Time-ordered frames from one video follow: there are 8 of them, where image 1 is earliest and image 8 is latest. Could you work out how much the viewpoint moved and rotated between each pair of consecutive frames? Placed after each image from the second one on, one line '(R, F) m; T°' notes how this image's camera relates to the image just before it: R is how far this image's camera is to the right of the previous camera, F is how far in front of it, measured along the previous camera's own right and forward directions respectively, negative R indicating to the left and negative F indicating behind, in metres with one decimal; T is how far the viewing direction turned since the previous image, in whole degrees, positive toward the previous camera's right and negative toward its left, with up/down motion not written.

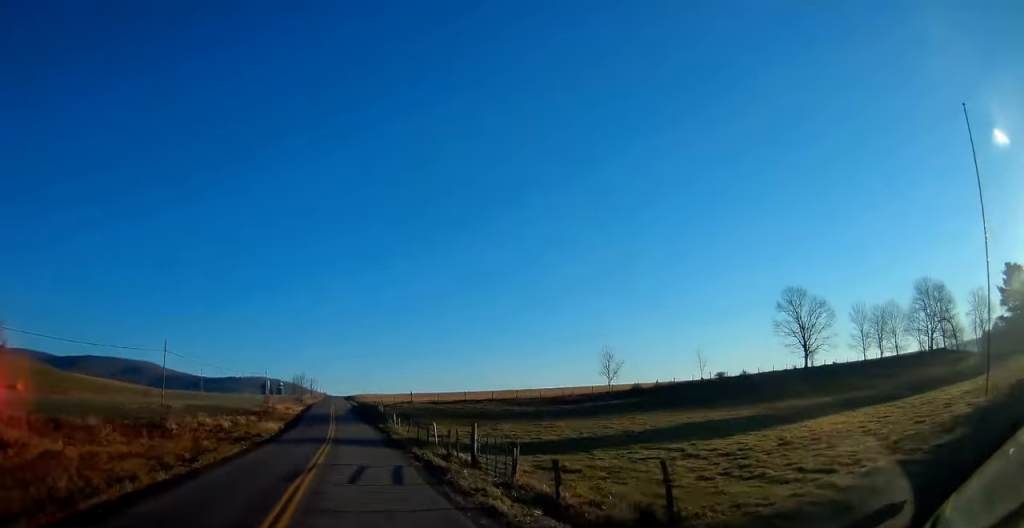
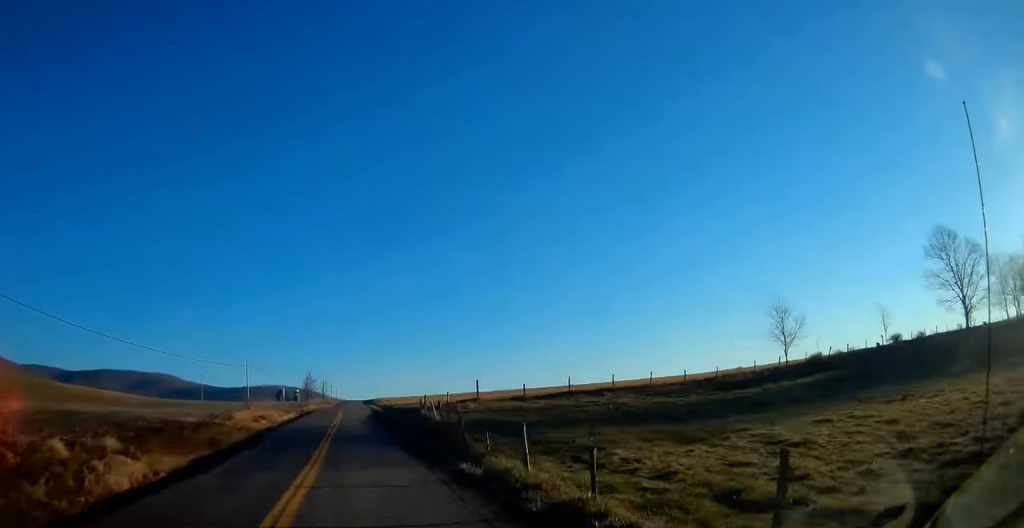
(-0.6, +33.1) m; -2°
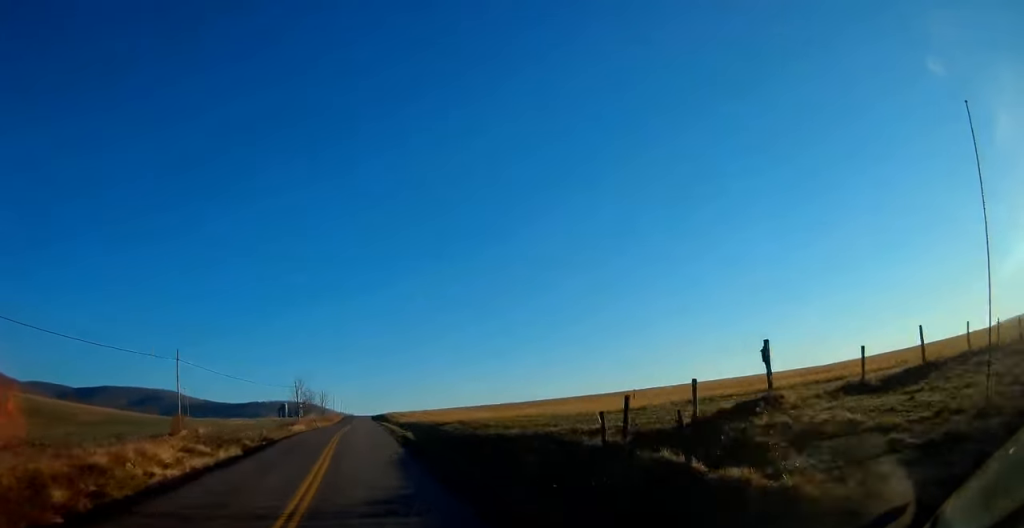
(-0.3, +31.7) m; -1°
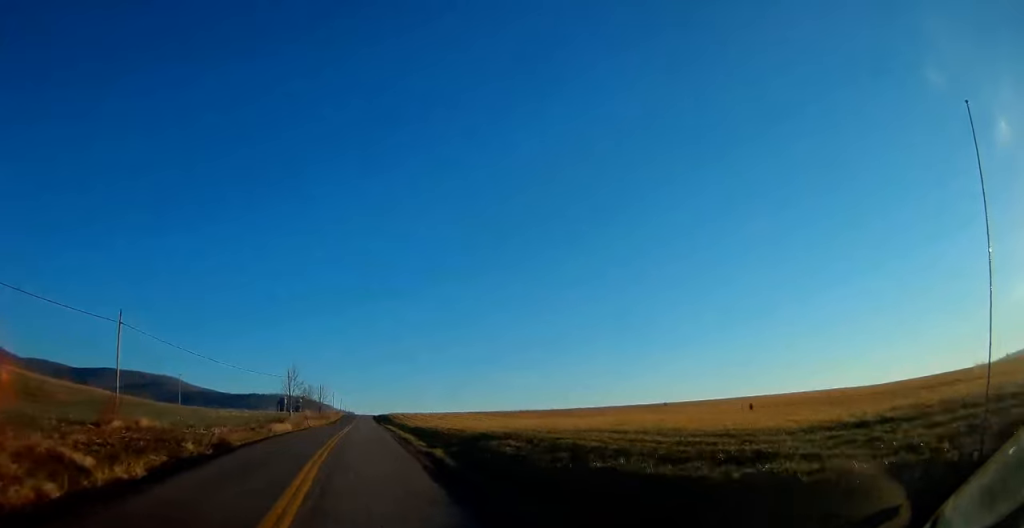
(-0.1, +12.3) m; 0°
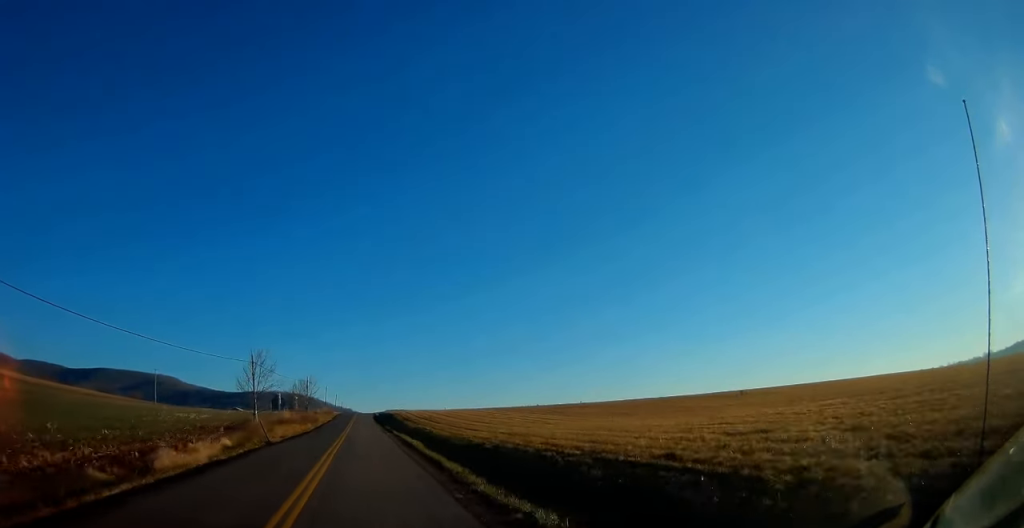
(0.0, +25.3) m; 0°
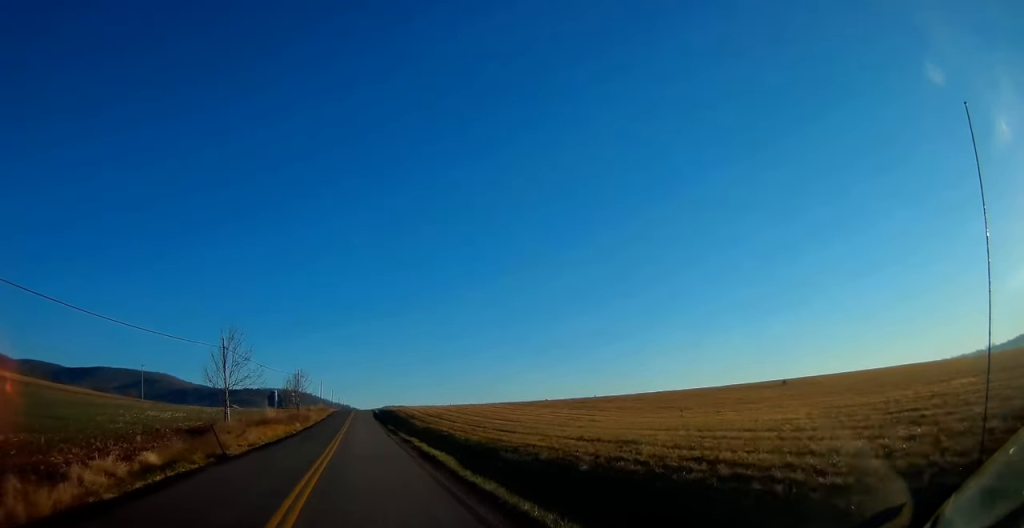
(0.0, +10.8) m; 0°
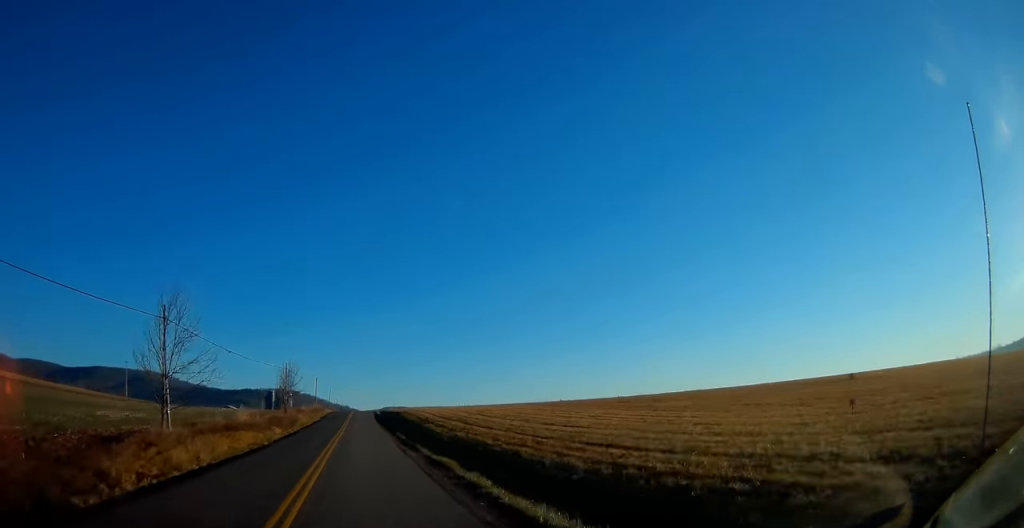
(0.0, +13.7) m; 0°
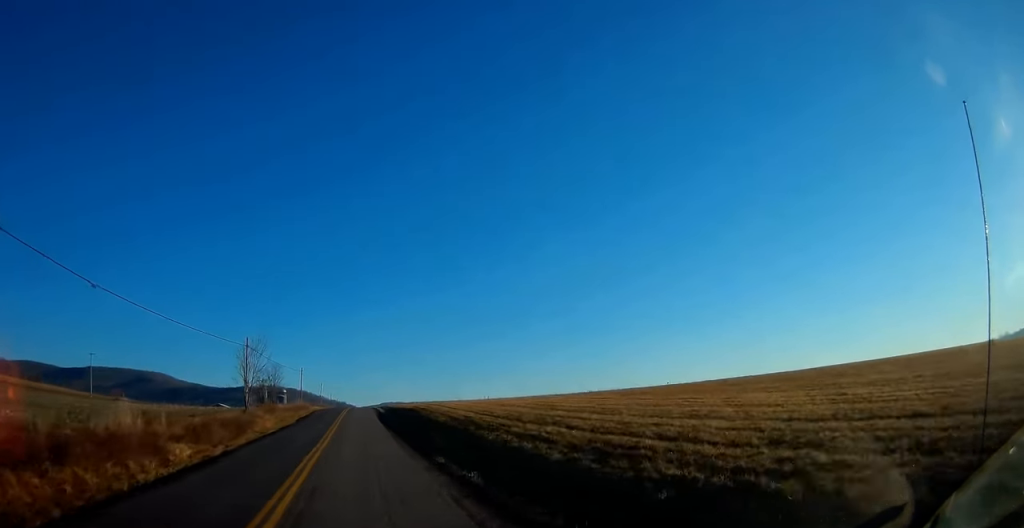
(0.0, +23.0) m; 0°
